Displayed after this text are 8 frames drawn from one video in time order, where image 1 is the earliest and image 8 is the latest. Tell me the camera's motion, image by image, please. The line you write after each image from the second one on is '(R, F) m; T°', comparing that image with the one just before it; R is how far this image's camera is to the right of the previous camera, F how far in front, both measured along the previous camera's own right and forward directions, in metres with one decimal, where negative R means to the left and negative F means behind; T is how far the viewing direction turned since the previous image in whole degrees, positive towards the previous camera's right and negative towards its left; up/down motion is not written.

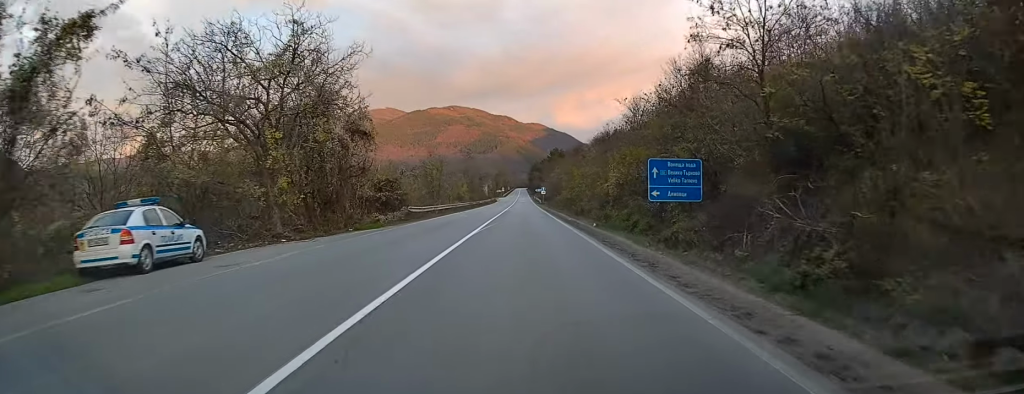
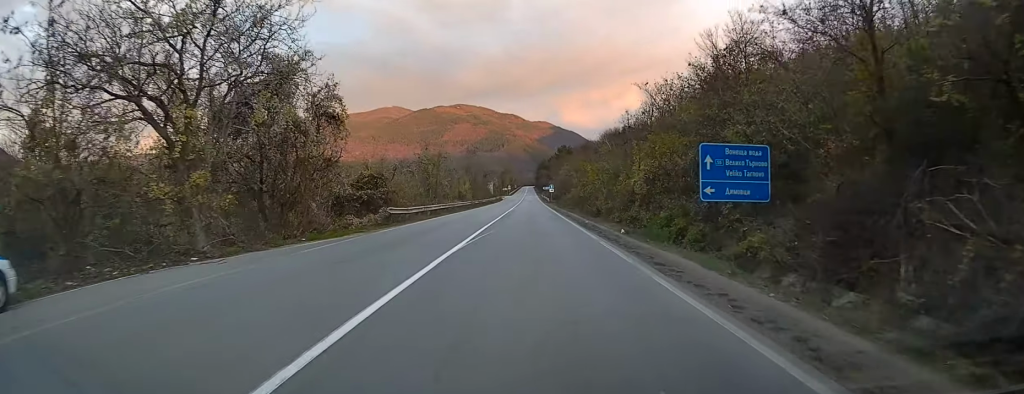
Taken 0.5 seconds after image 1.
(0.0, +7.3) m; 0°
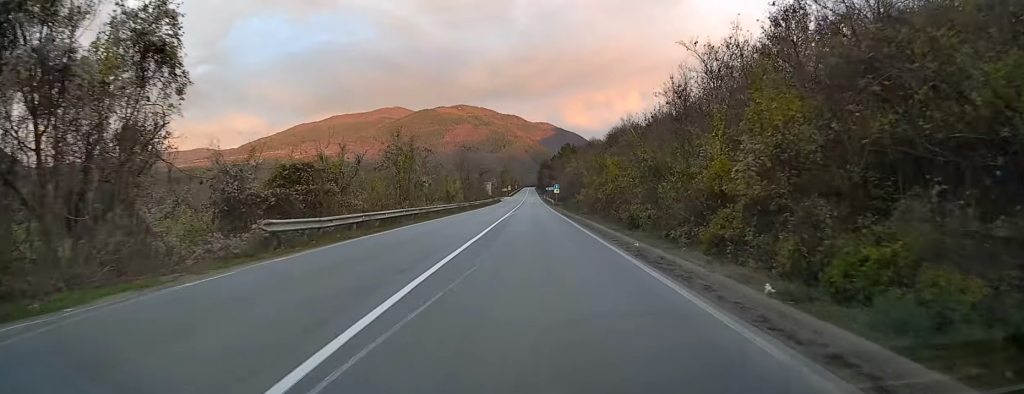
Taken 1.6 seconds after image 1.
(-0.1, +14.8) m; -1°
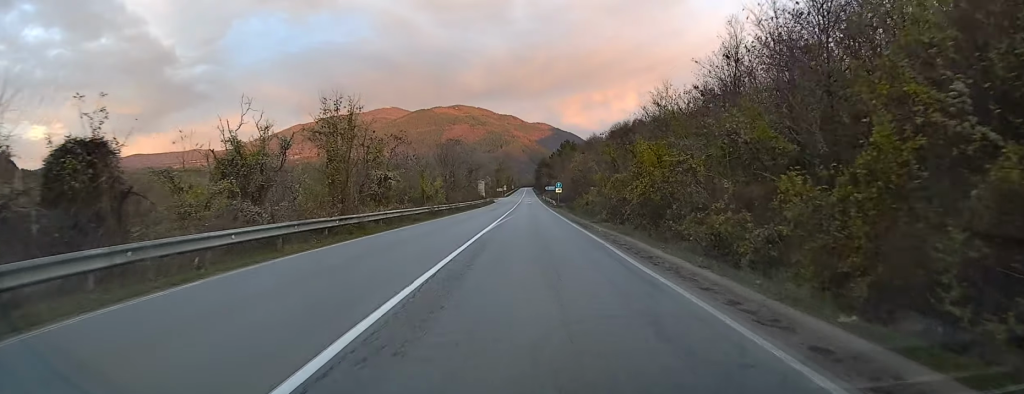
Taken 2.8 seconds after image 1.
(-0.1, +15.3) m; 0°
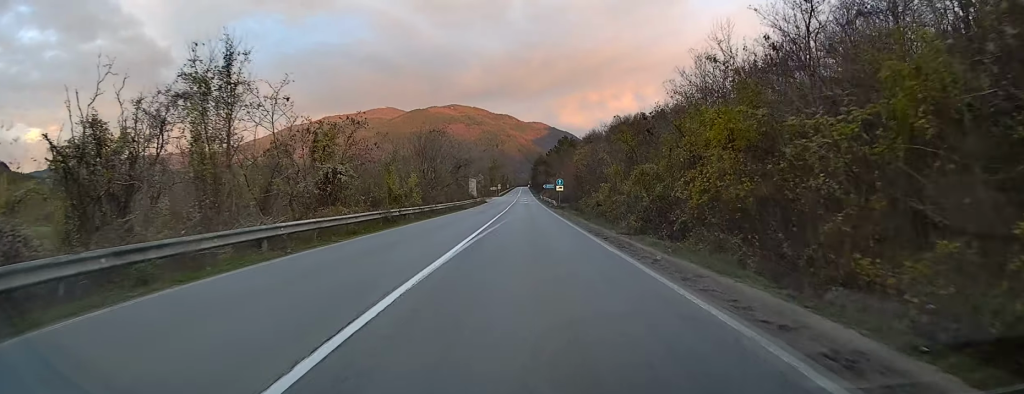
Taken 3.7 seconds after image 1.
(+0.1, +12.7) m; 0°
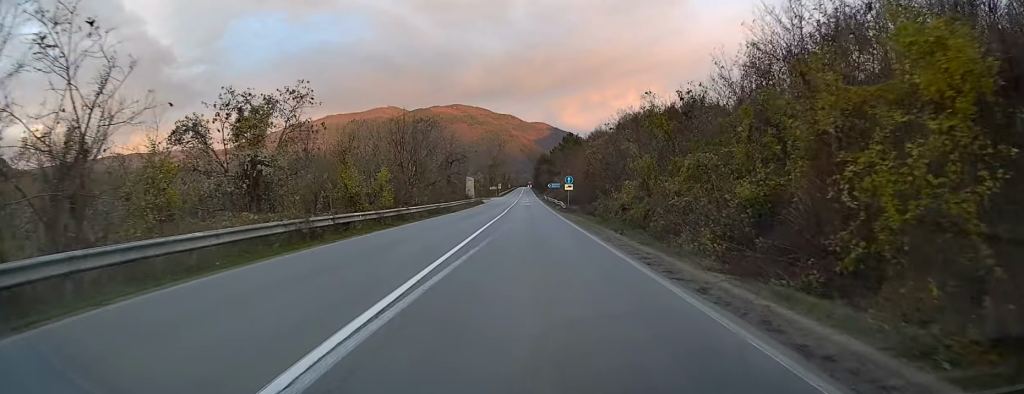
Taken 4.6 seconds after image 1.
(0.0, +11.9) m; 0°
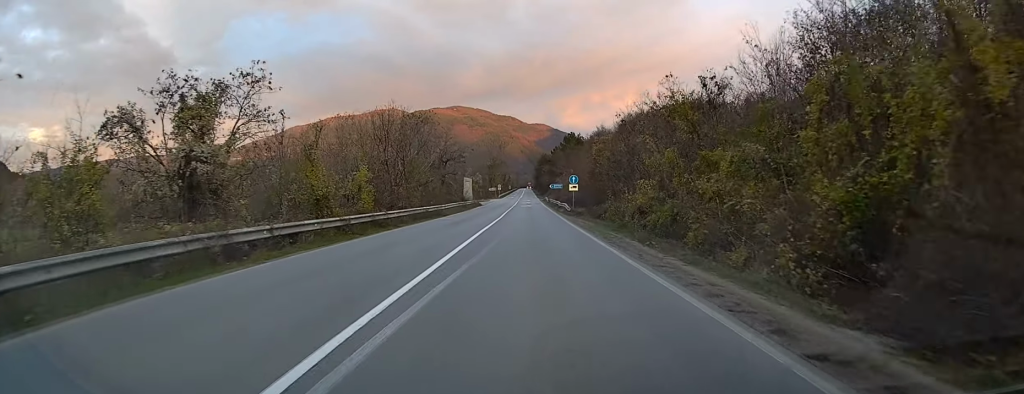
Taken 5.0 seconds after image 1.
(0.0, +5.5) m; 0°
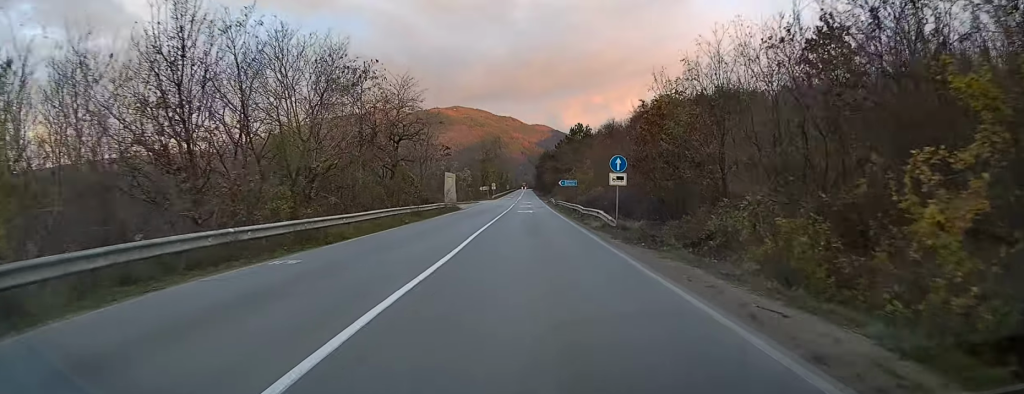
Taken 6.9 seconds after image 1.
(-0.1, +26.9) m; 0°
